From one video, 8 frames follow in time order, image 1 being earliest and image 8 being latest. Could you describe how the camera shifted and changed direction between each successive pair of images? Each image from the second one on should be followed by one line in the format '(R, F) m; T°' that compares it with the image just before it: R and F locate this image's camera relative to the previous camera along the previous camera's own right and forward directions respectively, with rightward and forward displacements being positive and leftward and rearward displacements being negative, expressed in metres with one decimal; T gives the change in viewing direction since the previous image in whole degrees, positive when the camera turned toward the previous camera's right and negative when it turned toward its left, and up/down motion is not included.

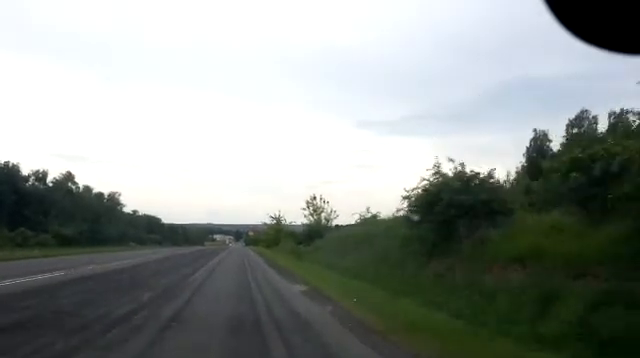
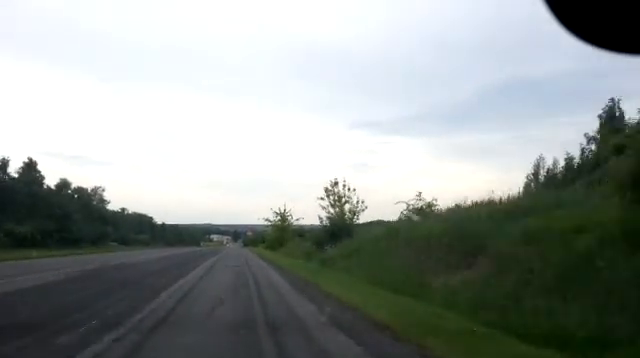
(-0.1, +15.1) m; 0°
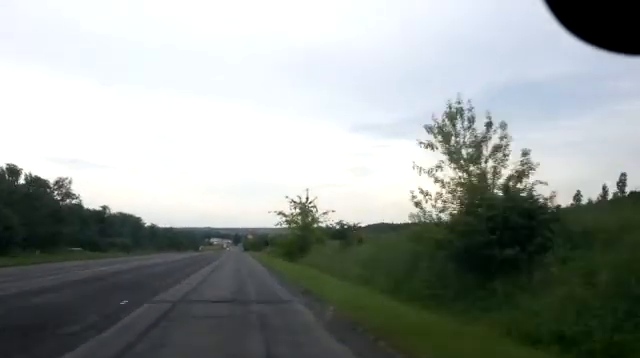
(+0.1, +25.3) m; 0°
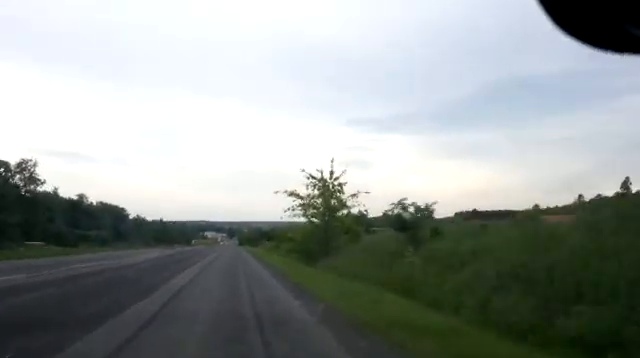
(0.0, +15.0) m; 0°
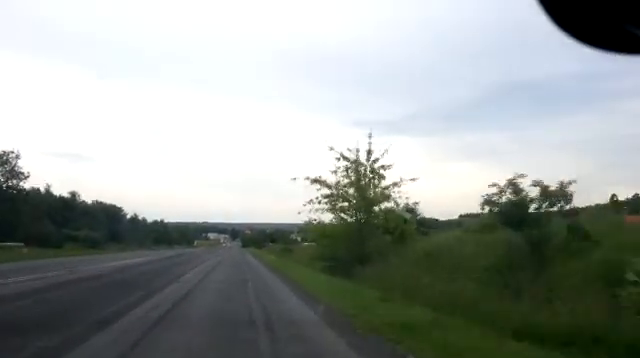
(0.0, +8.9) m; 0°
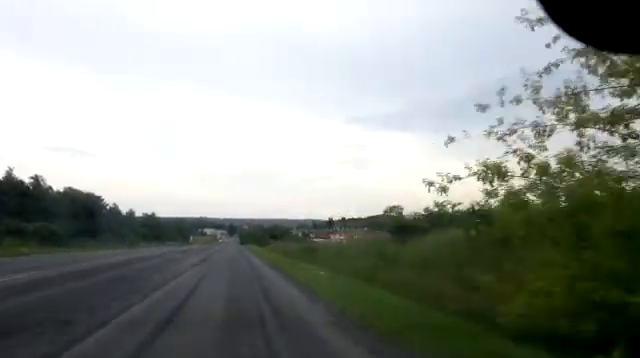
(+0.1, +20.6) m; -1°
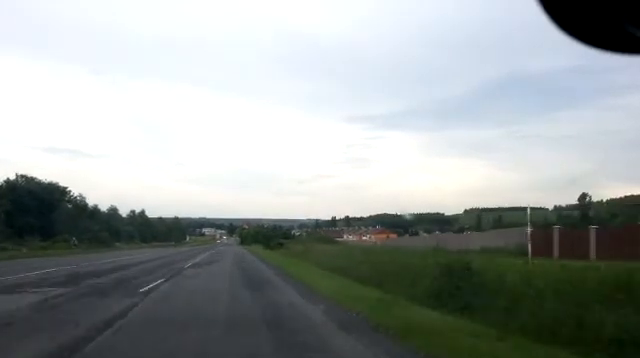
(-0.3, +26.1) m; 0°
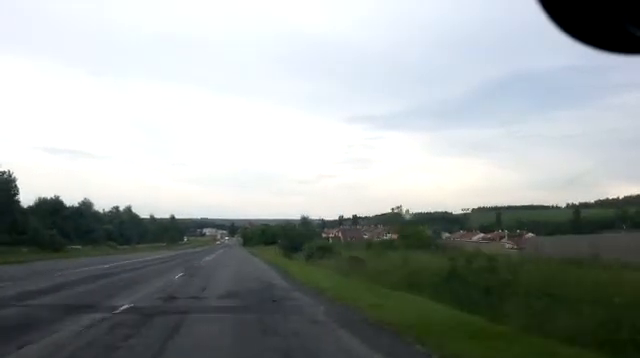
(-0.1, +31.6) m; 0°
